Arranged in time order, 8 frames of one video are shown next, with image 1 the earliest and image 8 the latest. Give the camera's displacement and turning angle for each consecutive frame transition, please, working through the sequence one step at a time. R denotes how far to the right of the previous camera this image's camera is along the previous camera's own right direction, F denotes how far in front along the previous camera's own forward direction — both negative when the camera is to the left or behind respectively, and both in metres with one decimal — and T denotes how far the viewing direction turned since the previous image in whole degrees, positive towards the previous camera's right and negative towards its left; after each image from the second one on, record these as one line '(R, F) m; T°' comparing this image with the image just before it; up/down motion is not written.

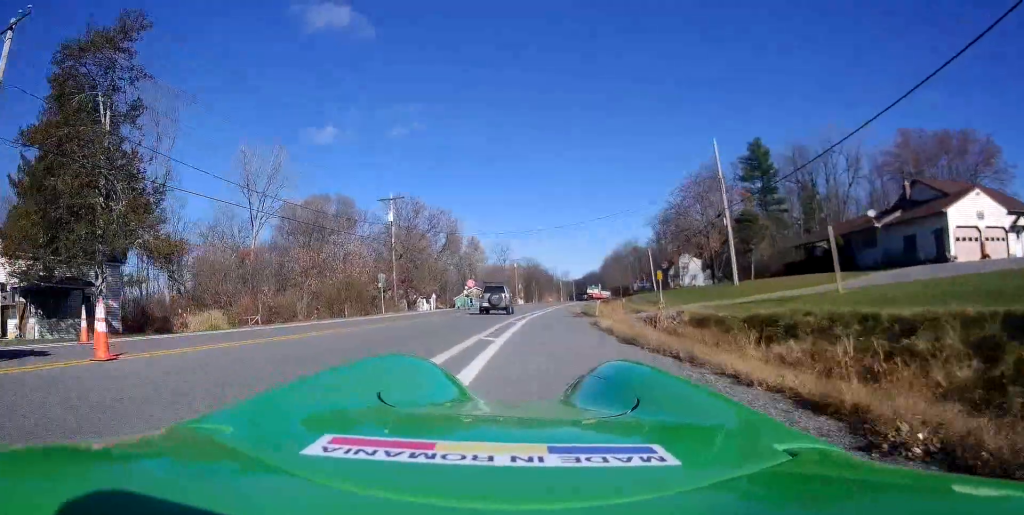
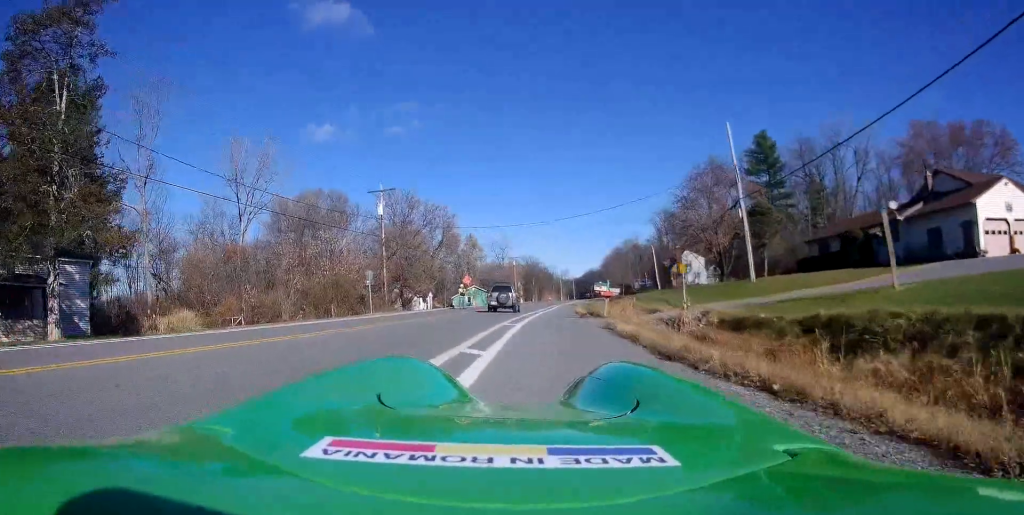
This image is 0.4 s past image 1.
(-0.2, +3.4) m; +3°
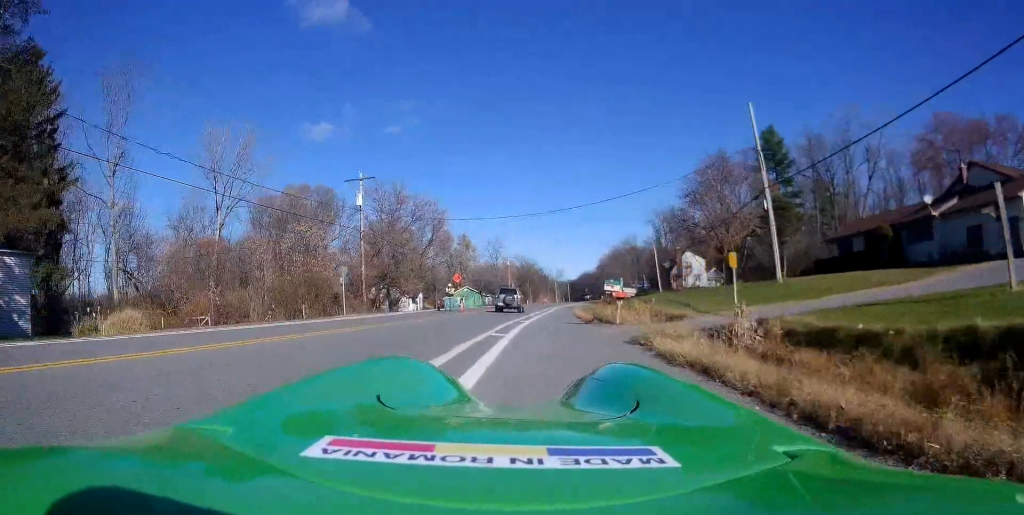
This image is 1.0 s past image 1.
(+0.4, +4.7) m; +2°
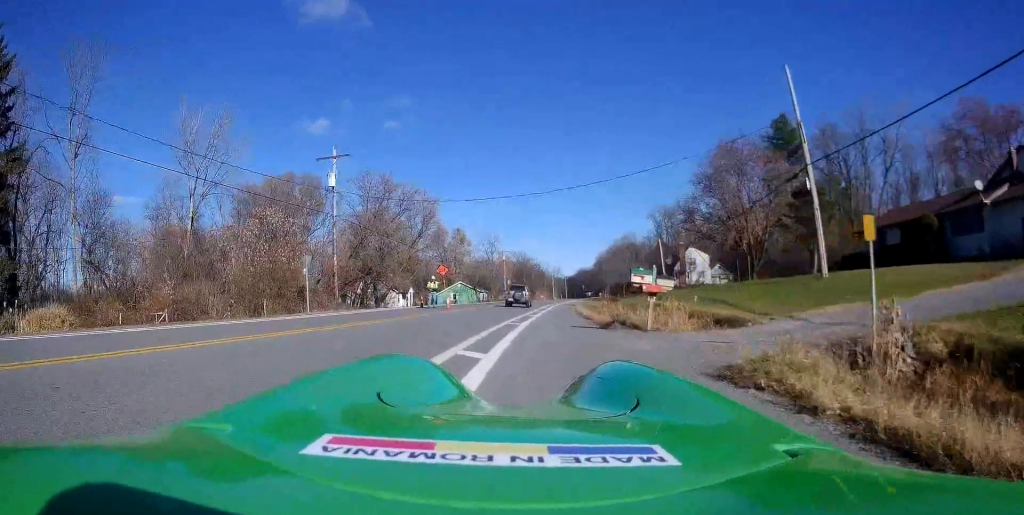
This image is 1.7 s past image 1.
(+0.3, +5.8) m; 0°
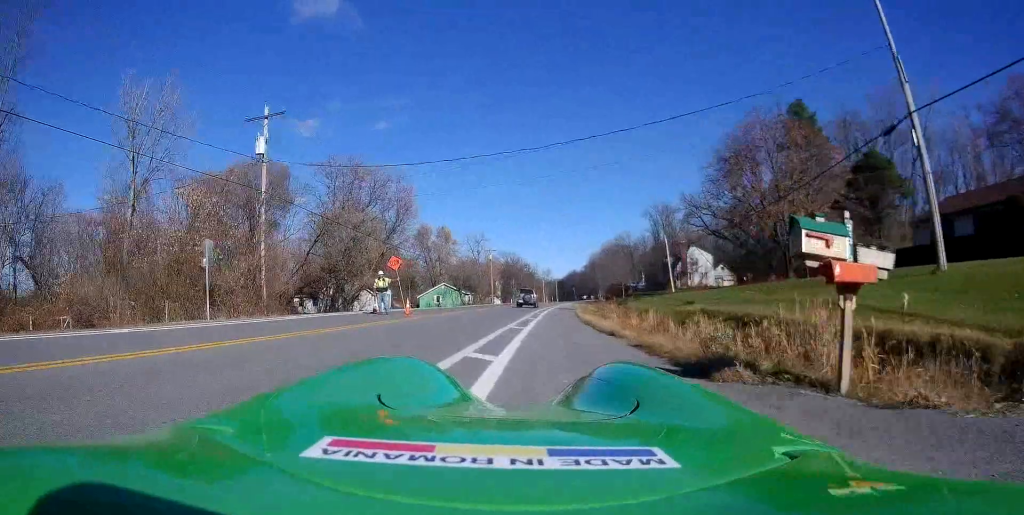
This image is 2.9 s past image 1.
(-0.5, +9.6) m; -4°
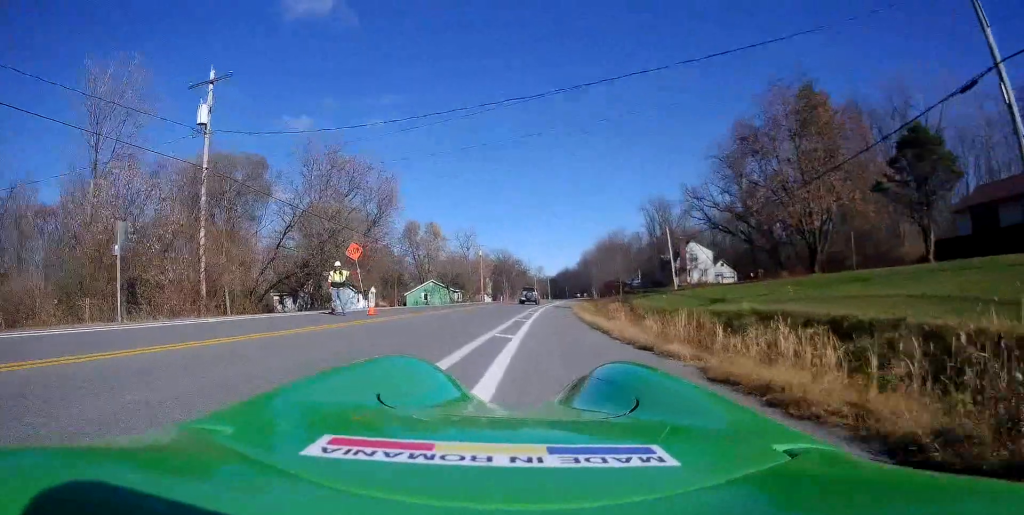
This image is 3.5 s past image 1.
(0.0, +5.1) m; 0°
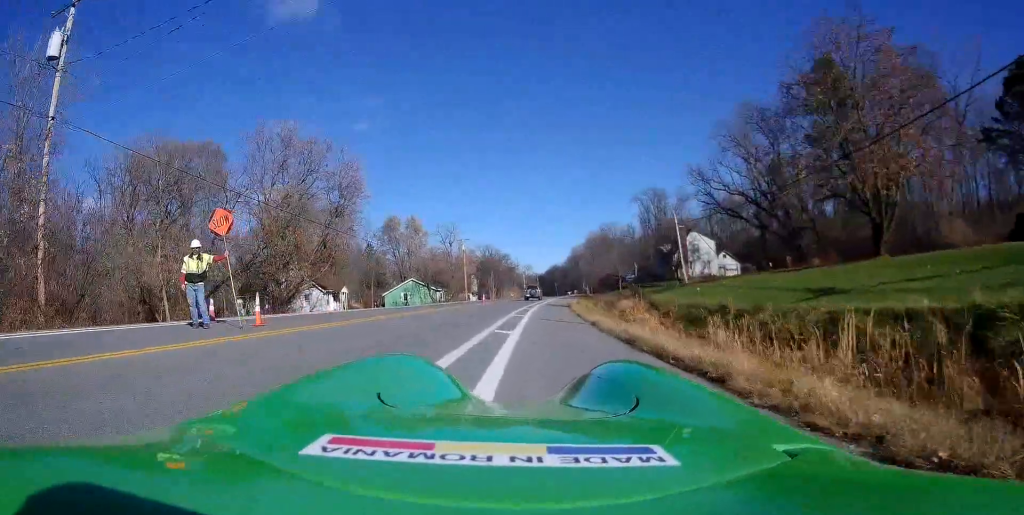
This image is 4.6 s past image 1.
(0.0, +9.1) m; +1°
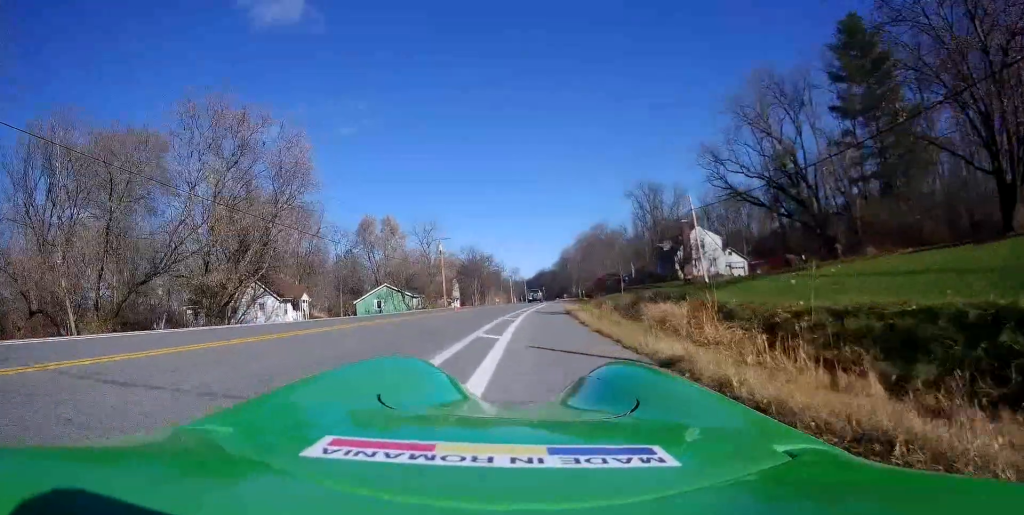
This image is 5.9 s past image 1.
(+0.2, +10.4) m; +2°
